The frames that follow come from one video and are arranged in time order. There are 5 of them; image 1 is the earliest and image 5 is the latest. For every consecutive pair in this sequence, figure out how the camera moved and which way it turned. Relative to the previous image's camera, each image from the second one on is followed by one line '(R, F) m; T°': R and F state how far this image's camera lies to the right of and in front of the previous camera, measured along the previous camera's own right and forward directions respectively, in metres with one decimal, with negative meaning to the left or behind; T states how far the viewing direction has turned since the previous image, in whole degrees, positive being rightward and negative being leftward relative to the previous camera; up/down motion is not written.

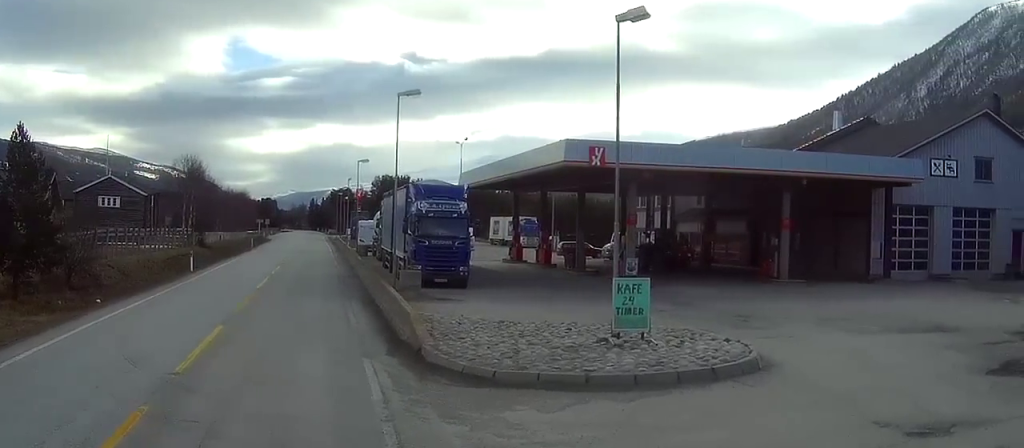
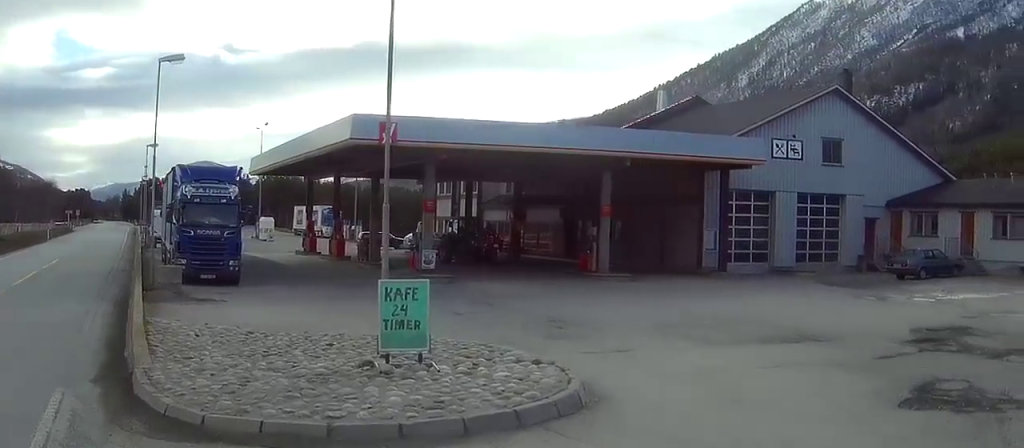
(+0.5, +5.3) m; +9°
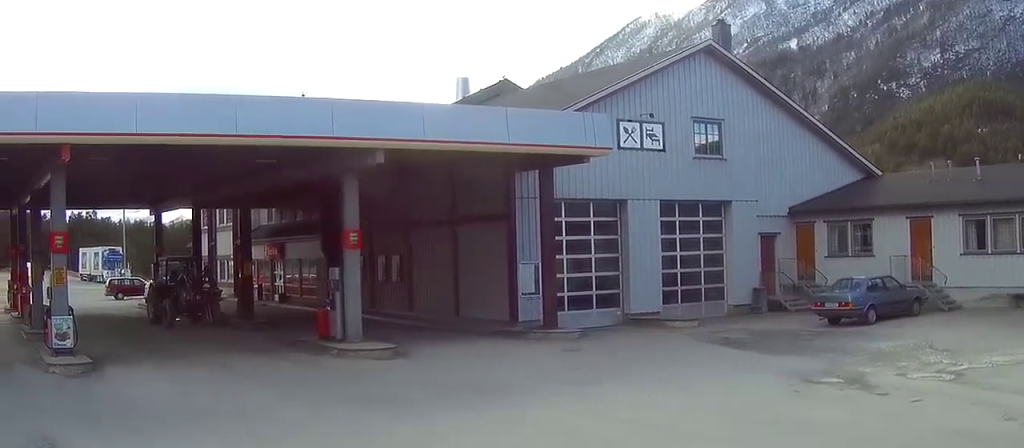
(-0.6, +16.5) m; -12°
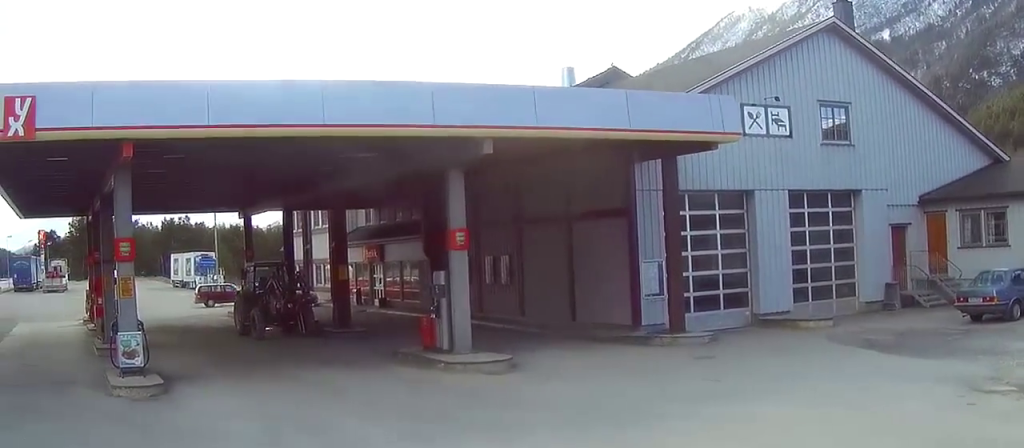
(0.0, +2.6) m; -1°
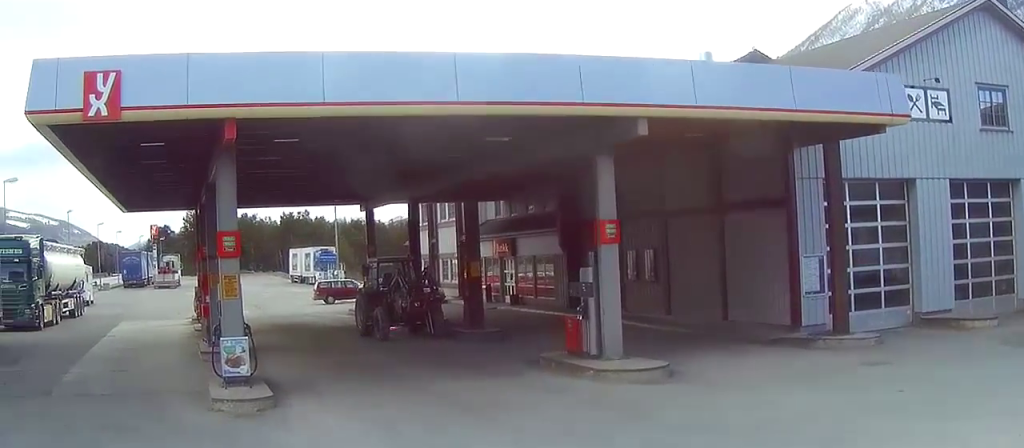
(0.0, +2.4) m; -4°
